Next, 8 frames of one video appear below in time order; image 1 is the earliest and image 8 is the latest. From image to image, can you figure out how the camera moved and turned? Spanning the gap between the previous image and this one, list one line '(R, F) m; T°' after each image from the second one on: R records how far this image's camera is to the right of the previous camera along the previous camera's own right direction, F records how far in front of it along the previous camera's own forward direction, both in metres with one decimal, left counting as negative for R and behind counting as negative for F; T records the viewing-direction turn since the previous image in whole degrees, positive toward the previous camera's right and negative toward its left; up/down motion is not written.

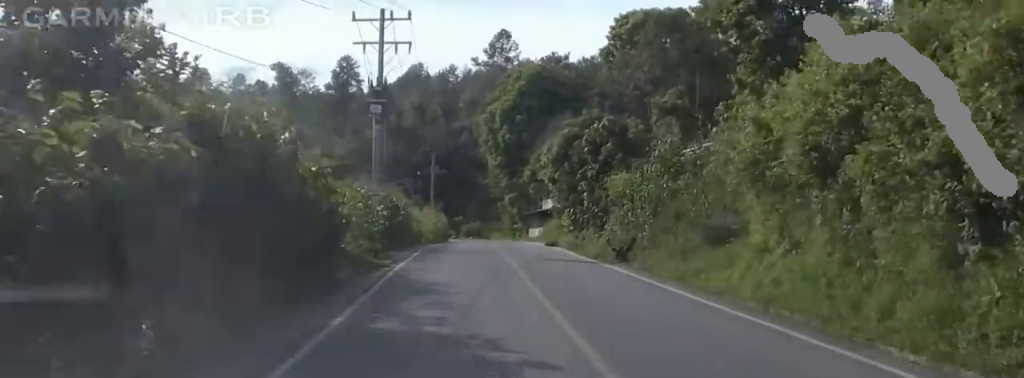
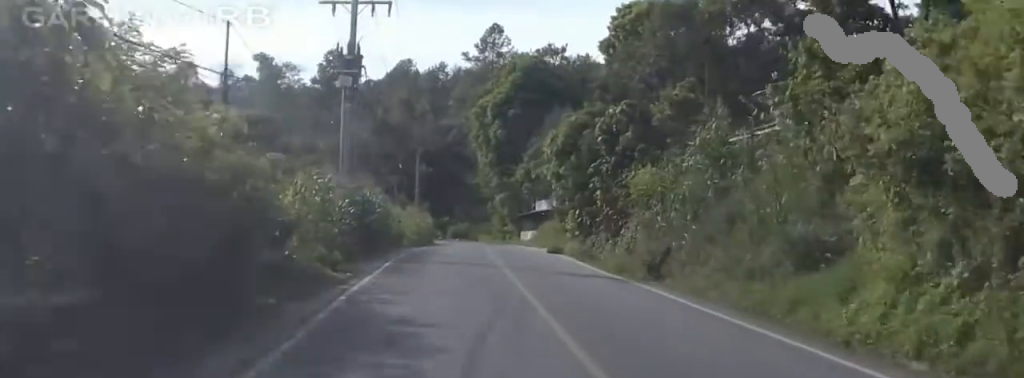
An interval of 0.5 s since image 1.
(0.0, +6.5) m; +1°
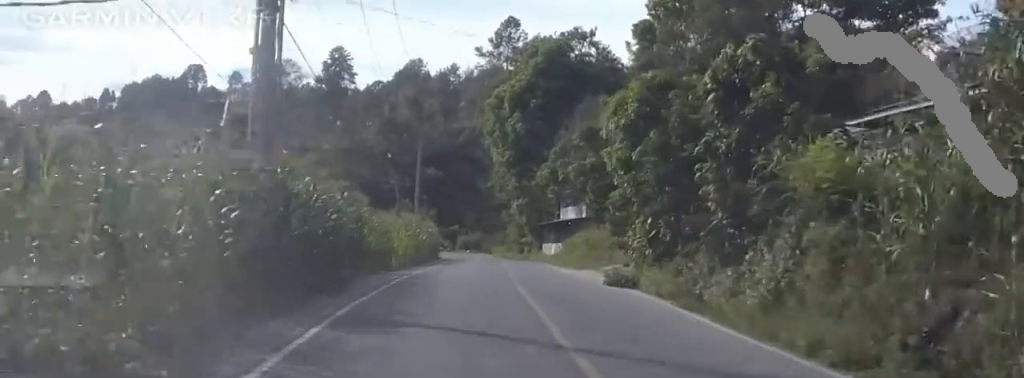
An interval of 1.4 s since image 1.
(+0.1, +13.1) m; +1°
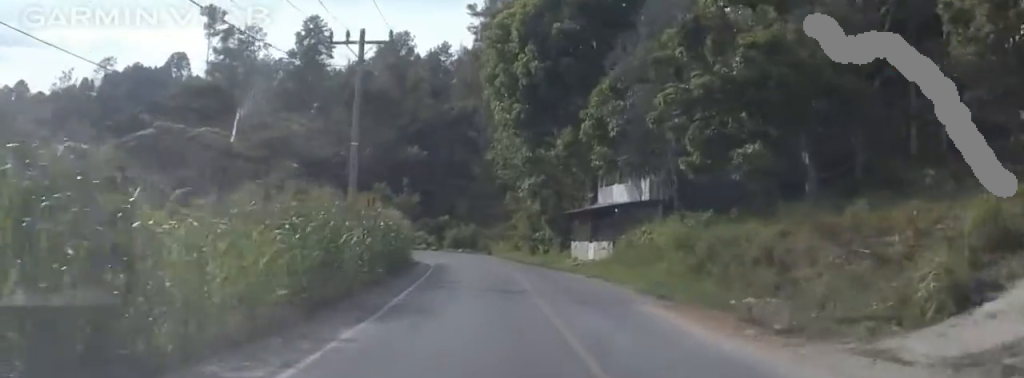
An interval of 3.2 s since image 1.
(+0.7, +24.0) m; +5°
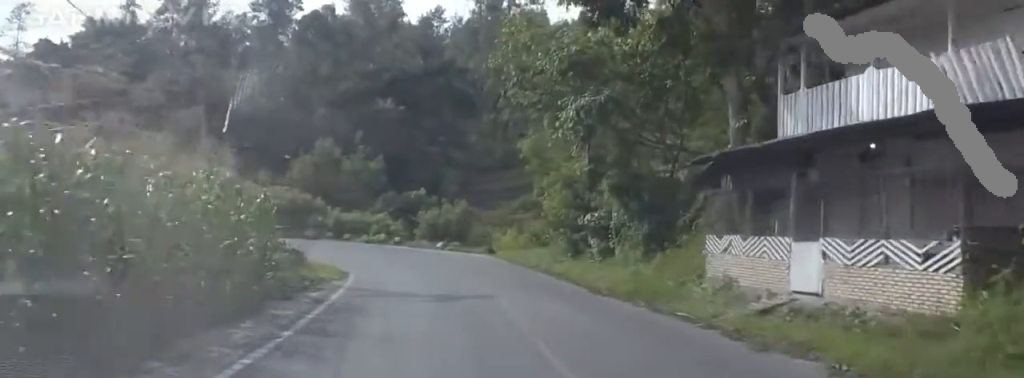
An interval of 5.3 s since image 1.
(-0.4, +27.9) m; -7°
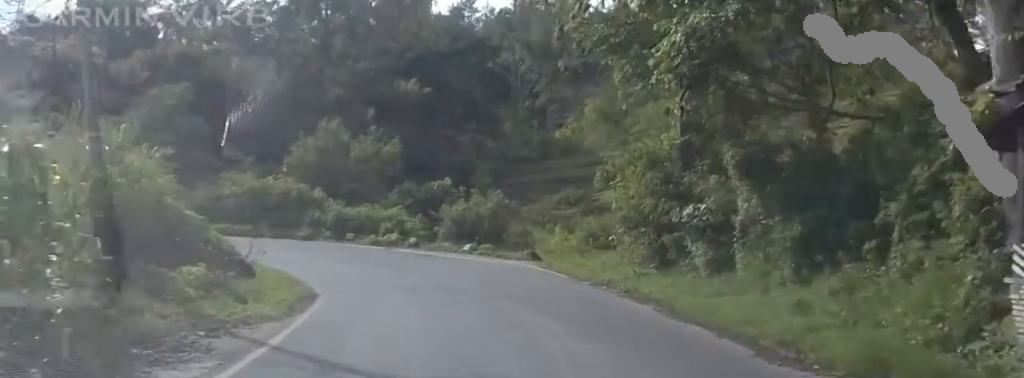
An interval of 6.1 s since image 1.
(-0.3, +9.3) m; -3°
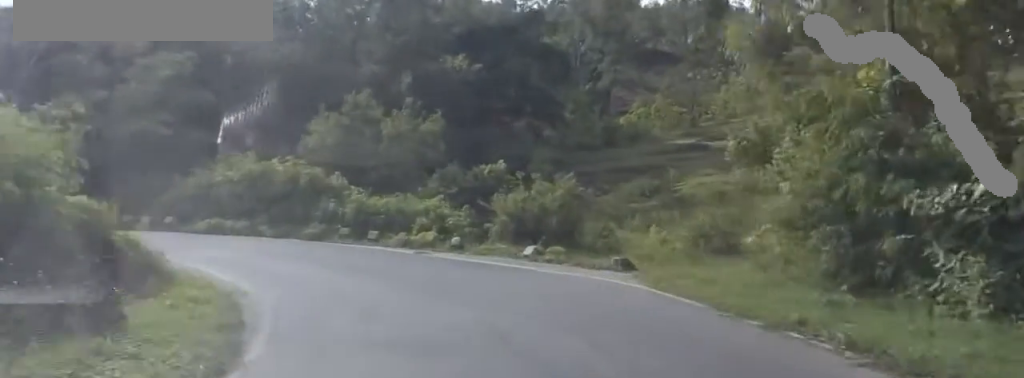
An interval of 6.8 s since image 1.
(-0.1, +9.3) m; -4°
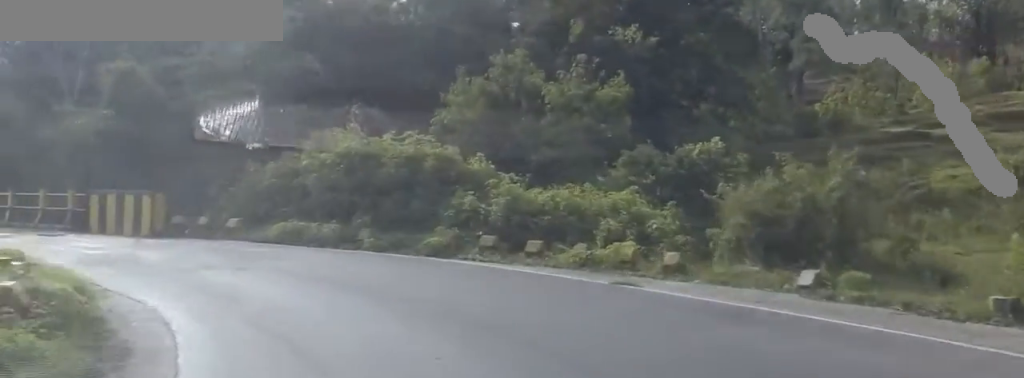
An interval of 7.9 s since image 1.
(-0.9, +11.4) m; -8°
